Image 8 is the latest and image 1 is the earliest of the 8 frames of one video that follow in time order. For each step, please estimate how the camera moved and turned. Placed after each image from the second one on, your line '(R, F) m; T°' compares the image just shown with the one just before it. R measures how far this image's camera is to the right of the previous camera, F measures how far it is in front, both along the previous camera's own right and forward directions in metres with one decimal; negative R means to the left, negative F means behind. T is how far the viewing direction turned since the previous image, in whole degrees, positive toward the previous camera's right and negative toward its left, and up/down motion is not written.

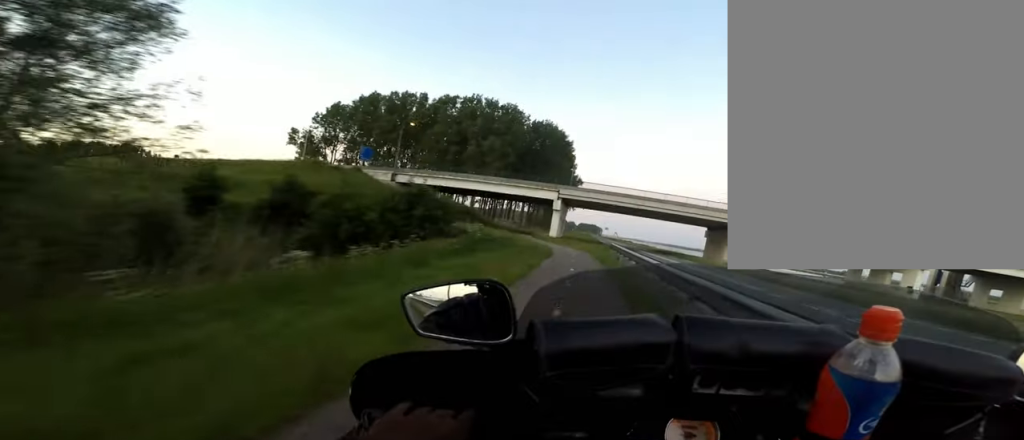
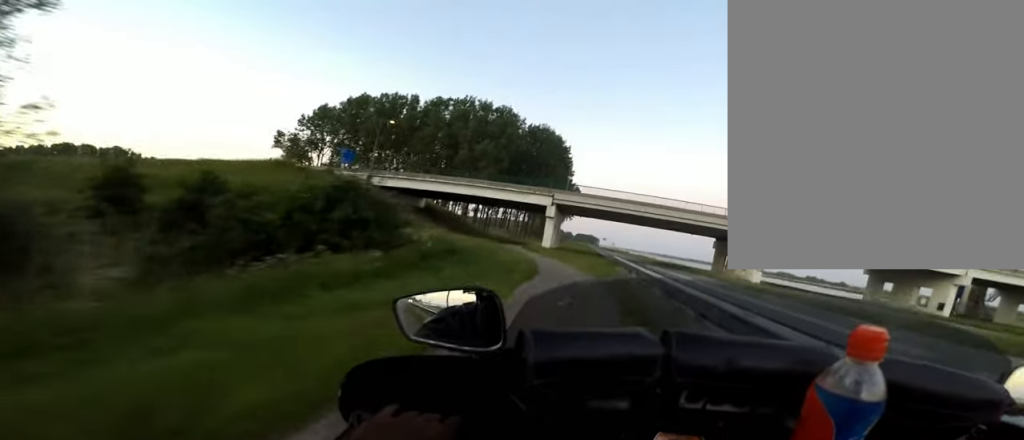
(-0.3, +4.5) m; +4°
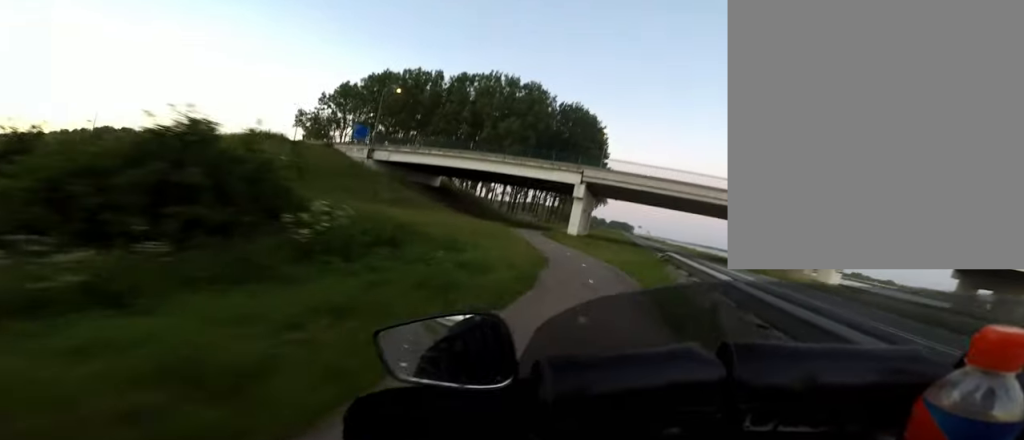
(+0.8, +5.4) m; -1°
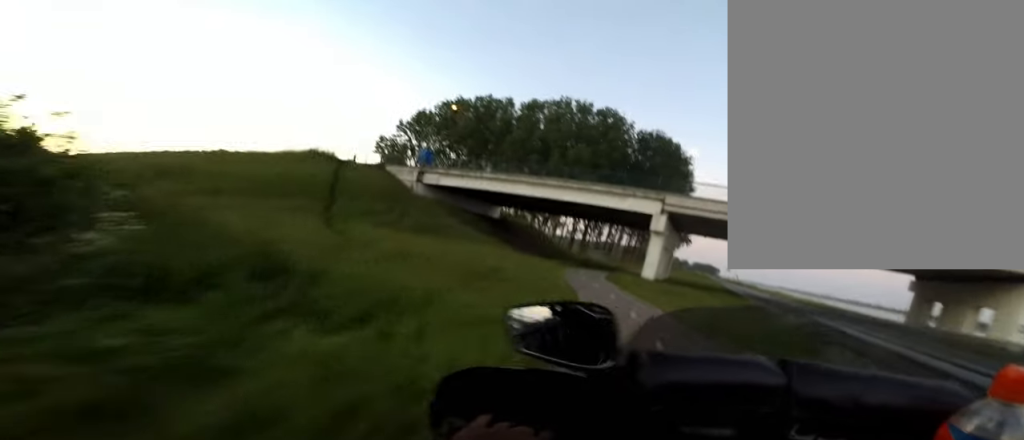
(-0.5, +5.3) m; -8°
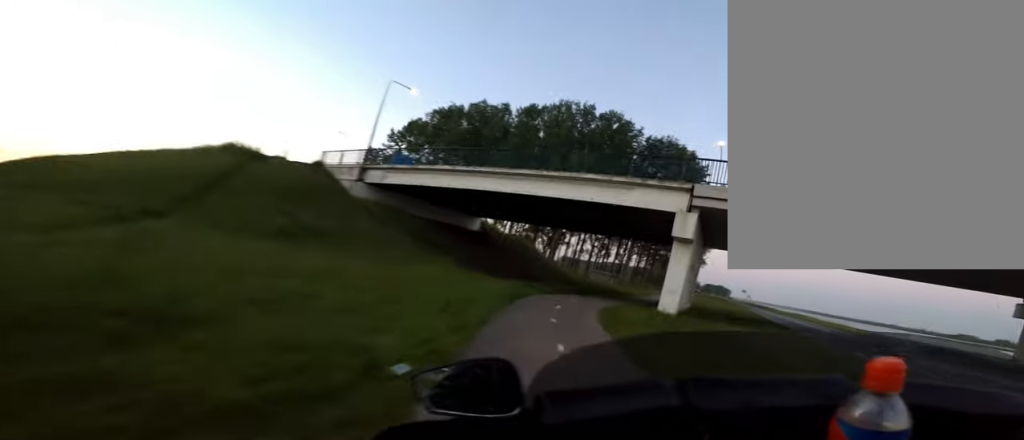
(-0.8, +8.2) m; -9°
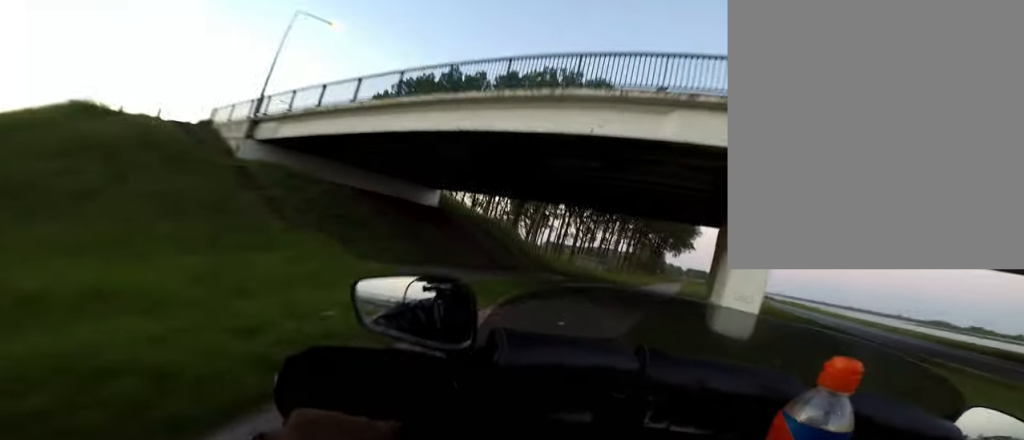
(-0.4, +7.3) m; -1°
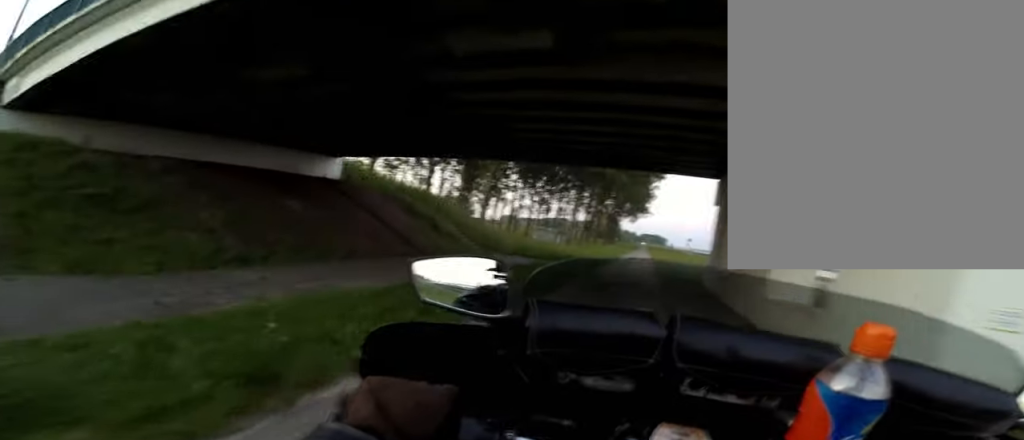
(+0.1, +6.5) m; +5°
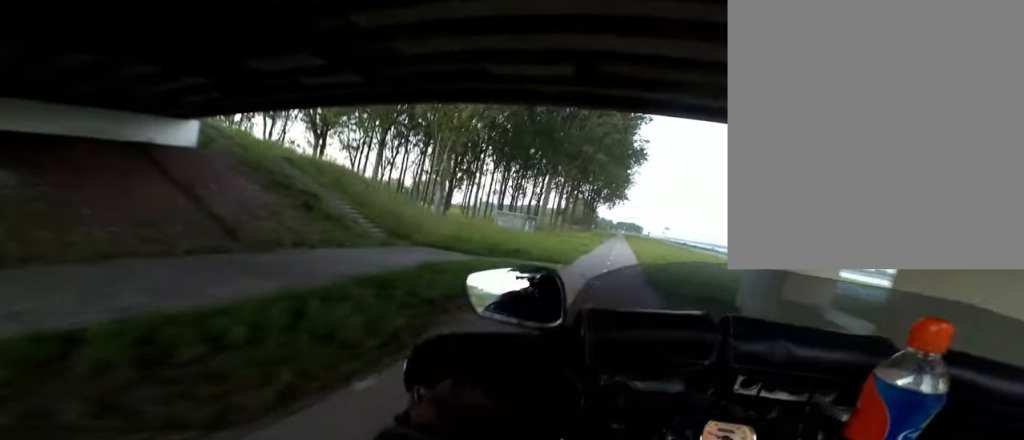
(+1.3, +6.3) m; +26°
